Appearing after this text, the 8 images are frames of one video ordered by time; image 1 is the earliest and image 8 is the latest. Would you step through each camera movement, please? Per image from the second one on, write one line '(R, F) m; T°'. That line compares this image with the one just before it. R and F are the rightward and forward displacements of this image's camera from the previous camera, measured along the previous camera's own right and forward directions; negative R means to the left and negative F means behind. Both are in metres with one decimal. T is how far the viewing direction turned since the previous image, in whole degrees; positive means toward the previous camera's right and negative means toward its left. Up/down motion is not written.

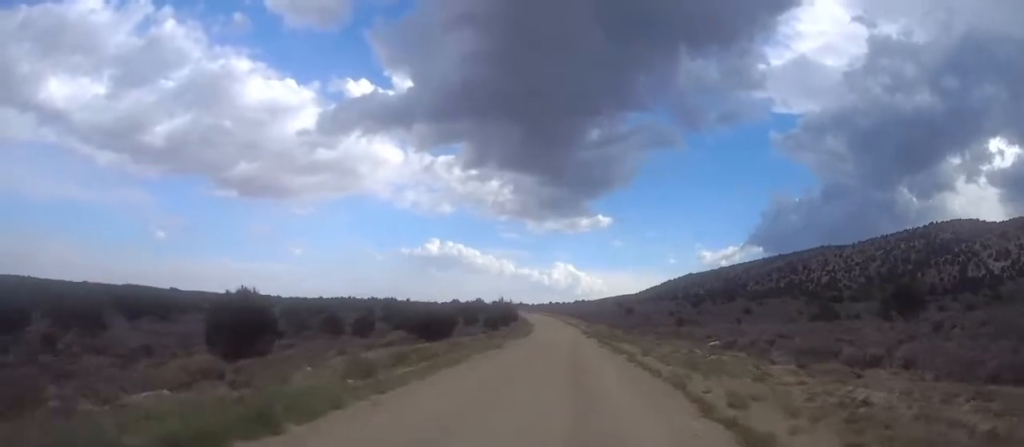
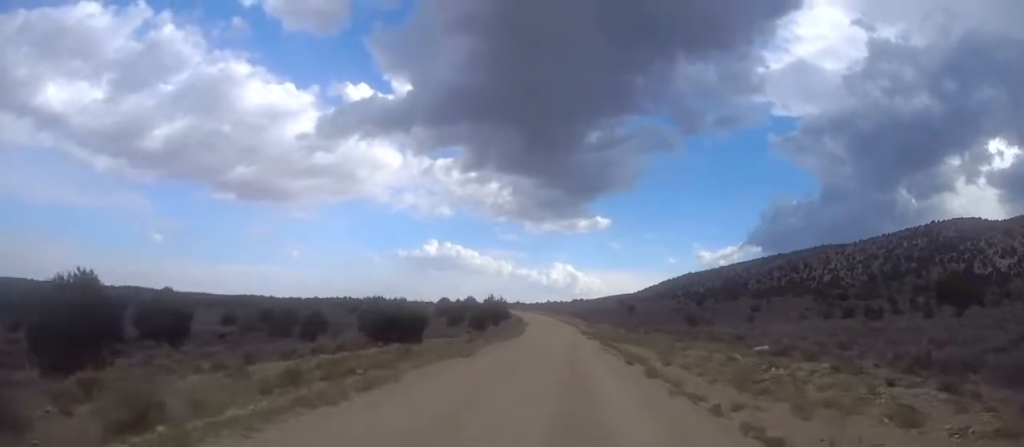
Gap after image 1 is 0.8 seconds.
(-0.2, +10.5) m; -1°
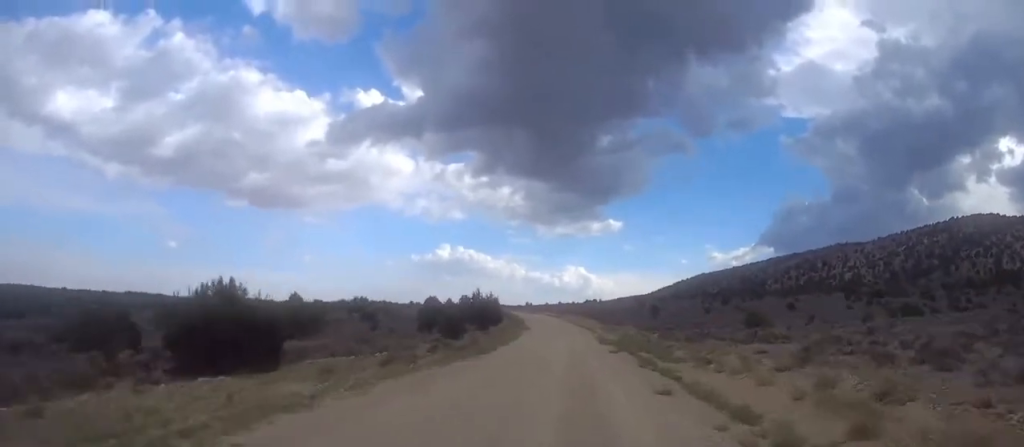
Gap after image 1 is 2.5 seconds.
(-0.2, +22.8) m; -1°
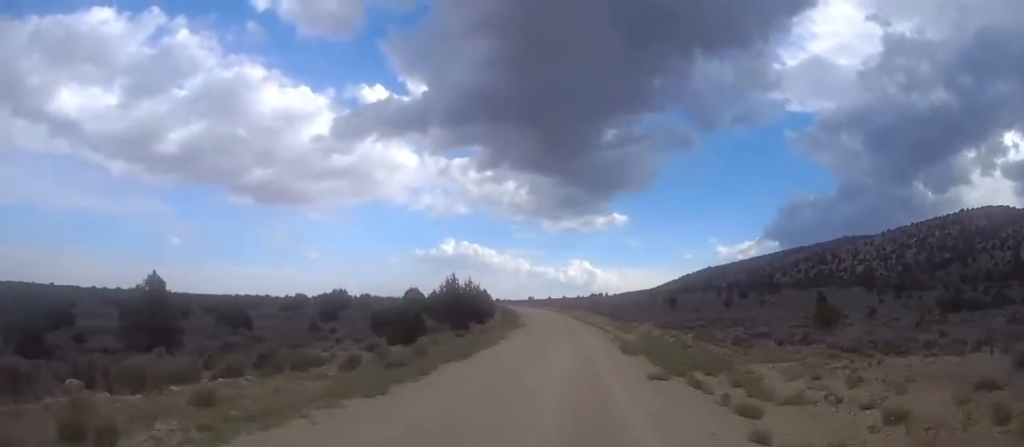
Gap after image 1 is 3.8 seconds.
(0.0, +16.7) m; 0°
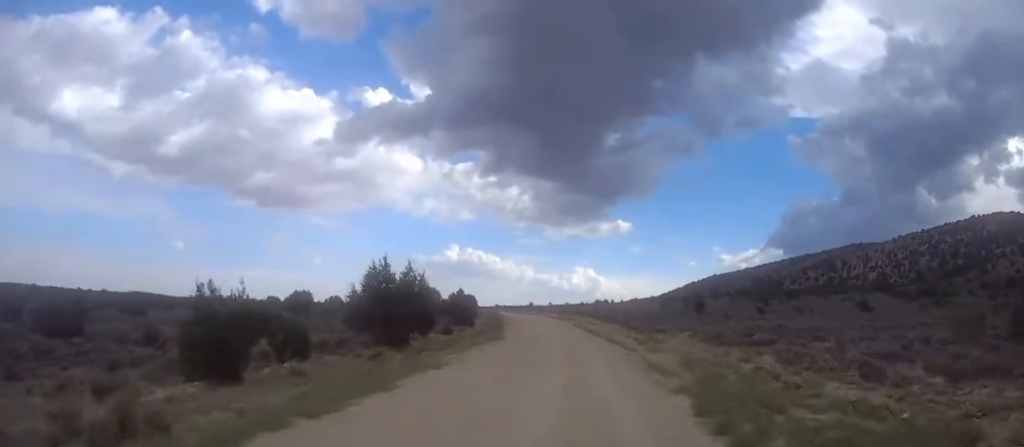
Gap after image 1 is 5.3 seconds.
(0.0, +20.1) m; -1°
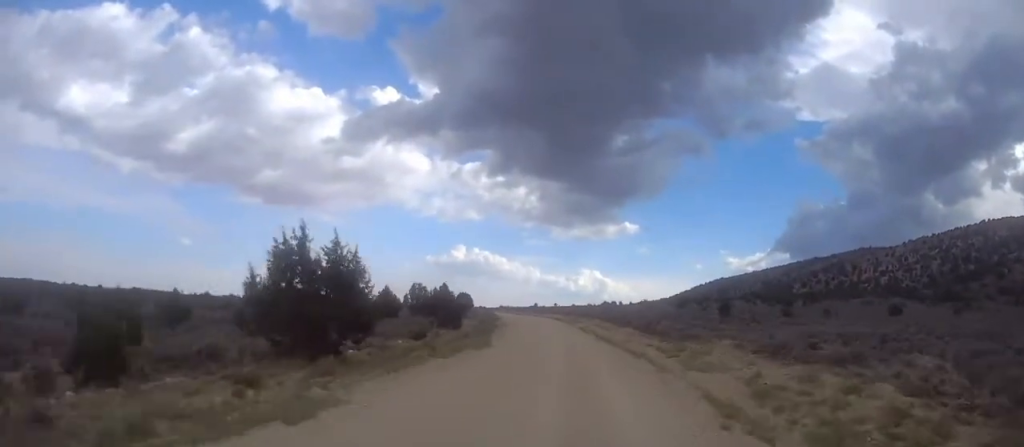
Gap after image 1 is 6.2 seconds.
(-0.2, +11.3) m; -1°
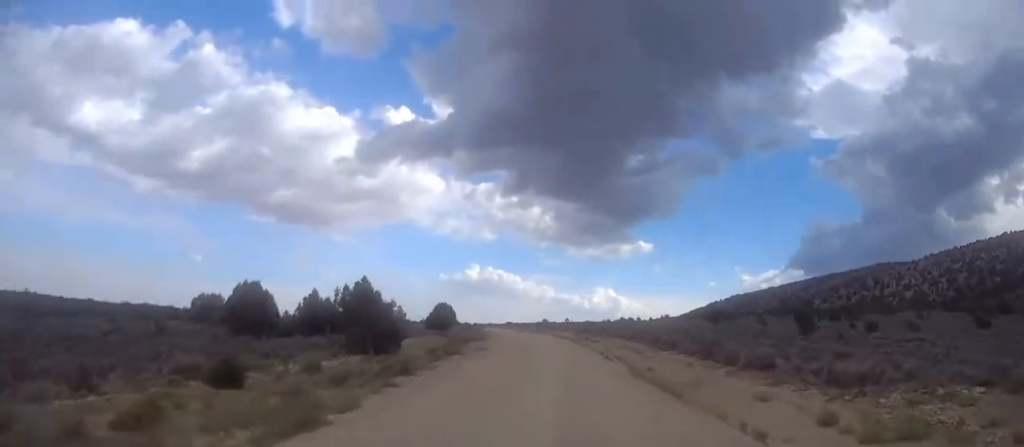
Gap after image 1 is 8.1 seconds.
(-0.4, +24.0) m; -2°
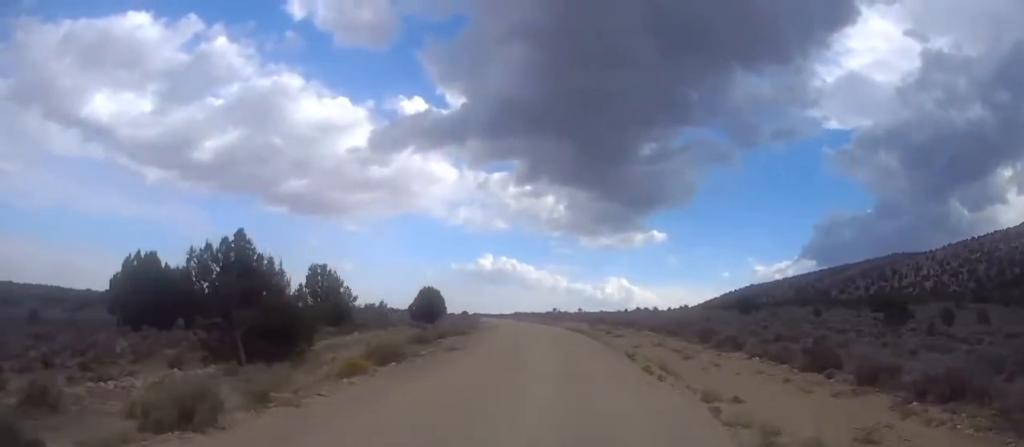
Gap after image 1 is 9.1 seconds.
(+0.3, +13.5) m; -2°
